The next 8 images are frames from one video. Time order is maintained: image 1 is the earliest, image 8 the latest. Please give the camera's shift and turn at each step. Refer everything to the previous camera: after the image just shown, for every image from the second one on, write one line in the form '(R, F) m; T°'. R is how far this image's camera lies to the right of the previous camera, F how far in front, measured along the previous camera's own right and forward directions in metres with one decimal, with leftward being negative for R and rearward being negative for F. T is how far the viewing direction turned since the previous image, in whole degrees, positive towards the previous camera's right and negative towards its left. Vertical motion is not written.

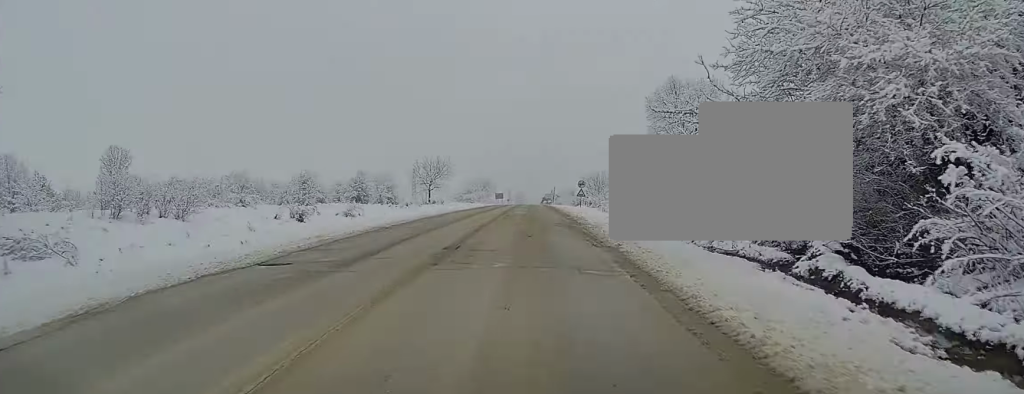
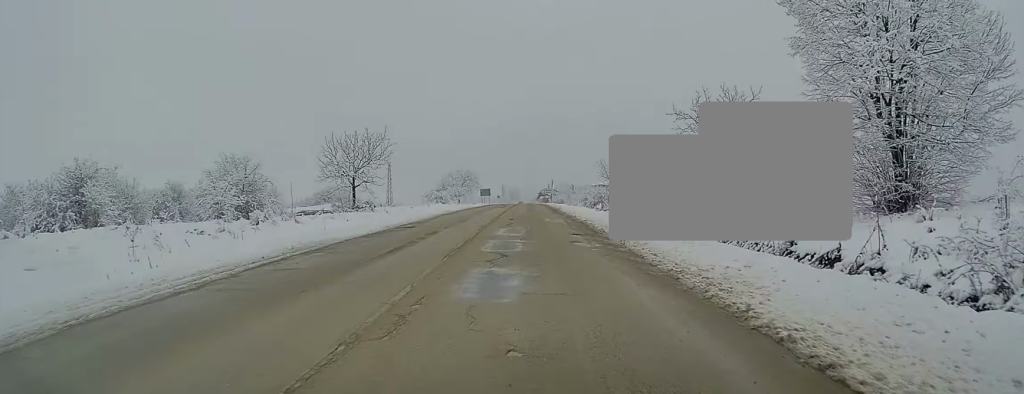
(-0.2, +33.0) m; 0°
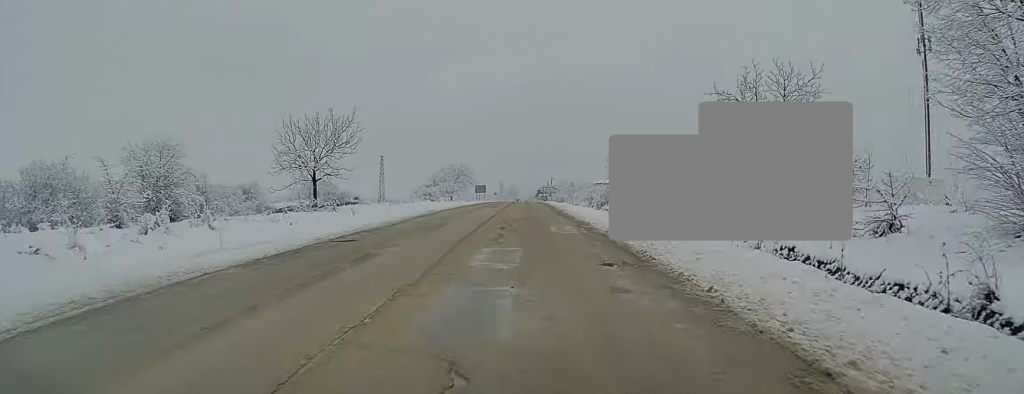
(+0.2, +8.4) m; 0°
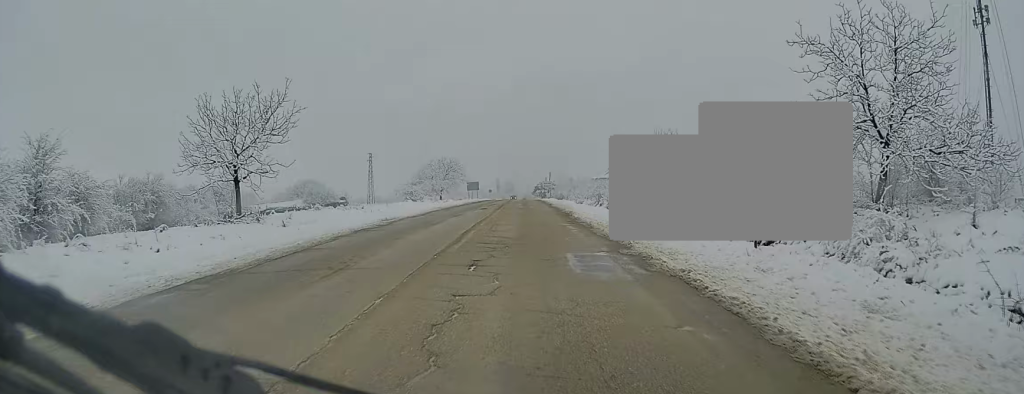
(-0.2, +10.3) m; 0°
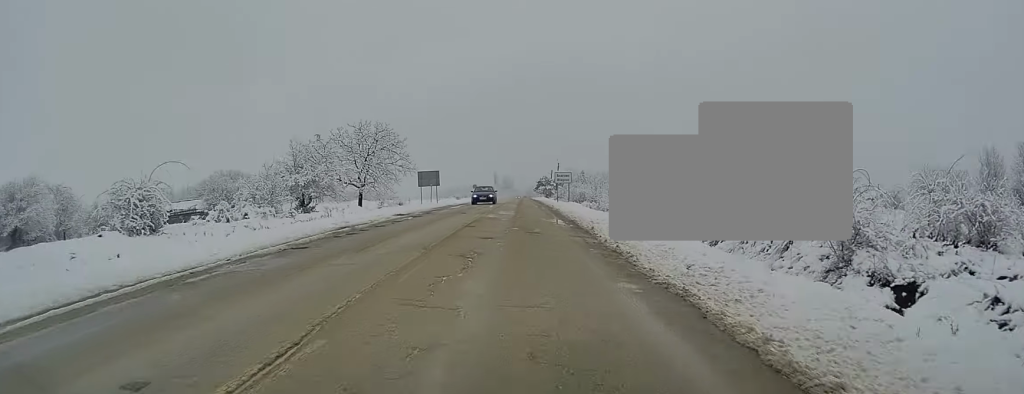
(+0.6, +49.1) m; +1°
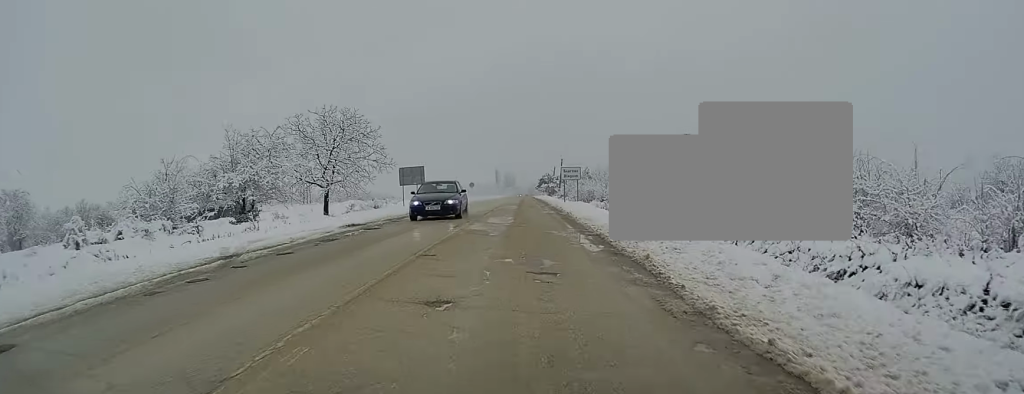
(0.0, +9.5) m; 0°
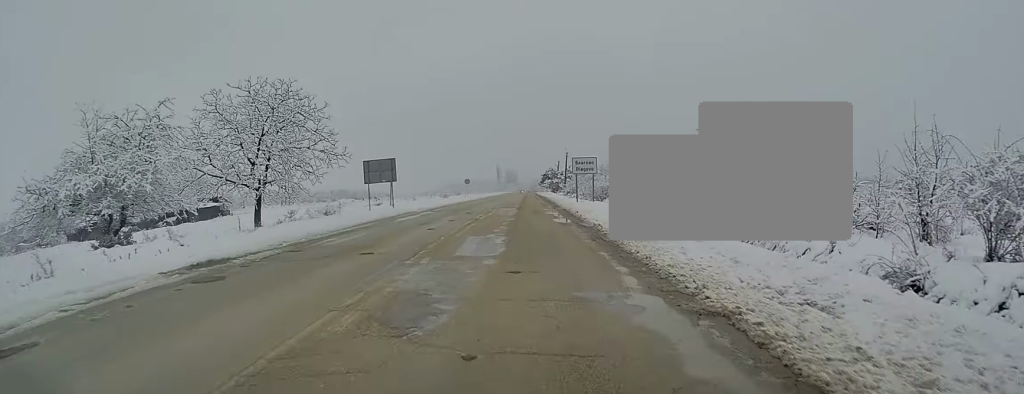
(0.0, +11.6) m; 0°
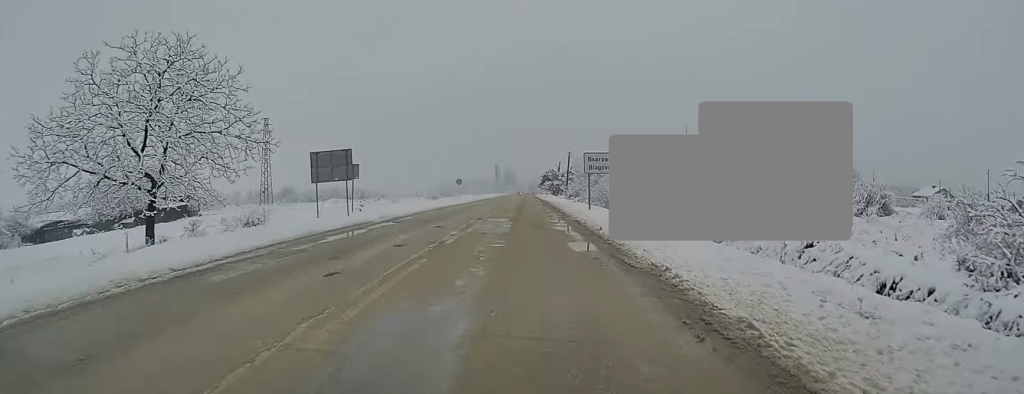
(0.0, +9.7) m; 0°
